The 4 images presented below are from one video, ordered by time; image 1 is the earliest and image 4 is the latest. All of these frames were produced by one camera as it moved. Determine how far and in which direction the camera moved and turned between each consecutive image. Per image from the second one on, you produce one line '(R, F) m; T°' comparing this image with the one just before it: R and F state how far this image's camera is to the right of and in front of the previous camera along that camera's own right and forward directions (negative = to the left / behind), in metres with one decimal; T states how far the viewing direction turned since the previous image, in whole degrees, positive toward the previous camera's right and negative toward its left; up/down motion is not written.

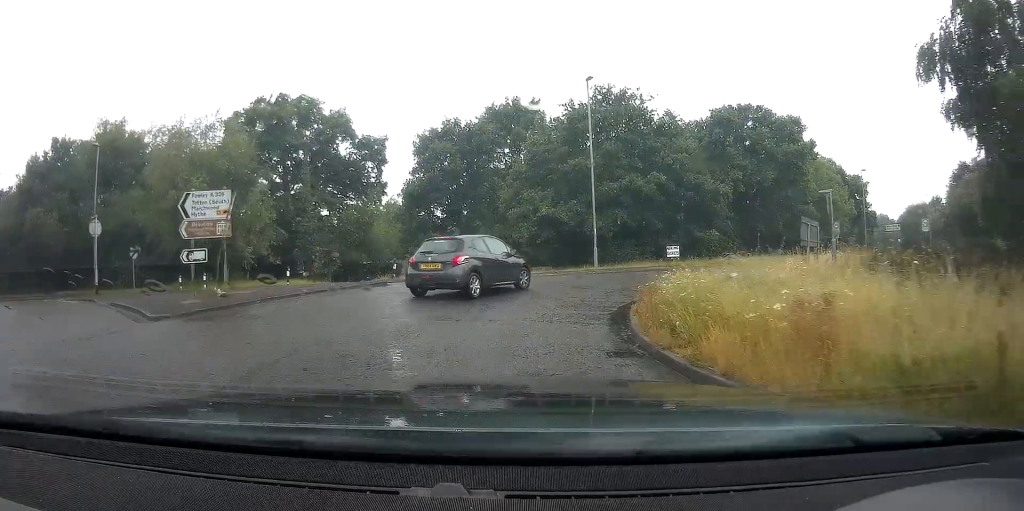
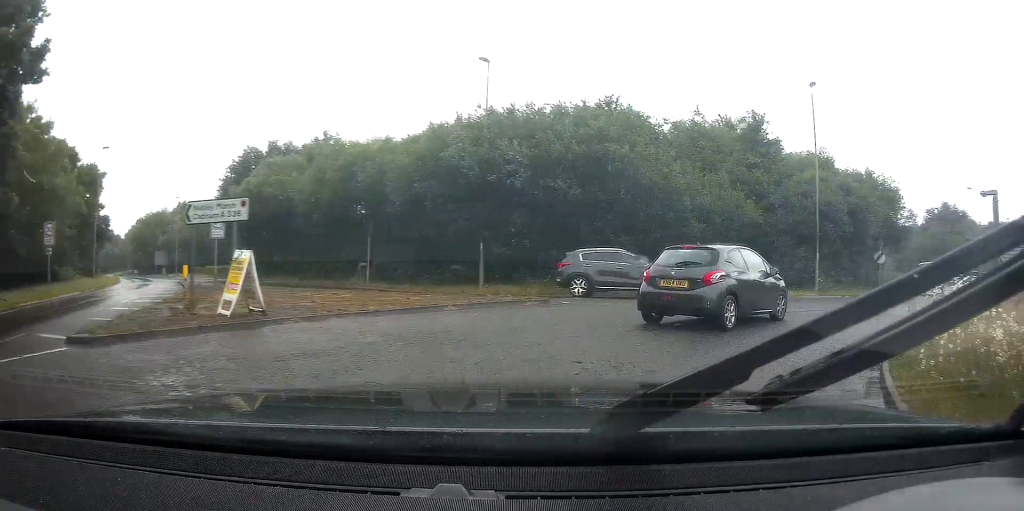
(+7.8, +23.4) m; +73°
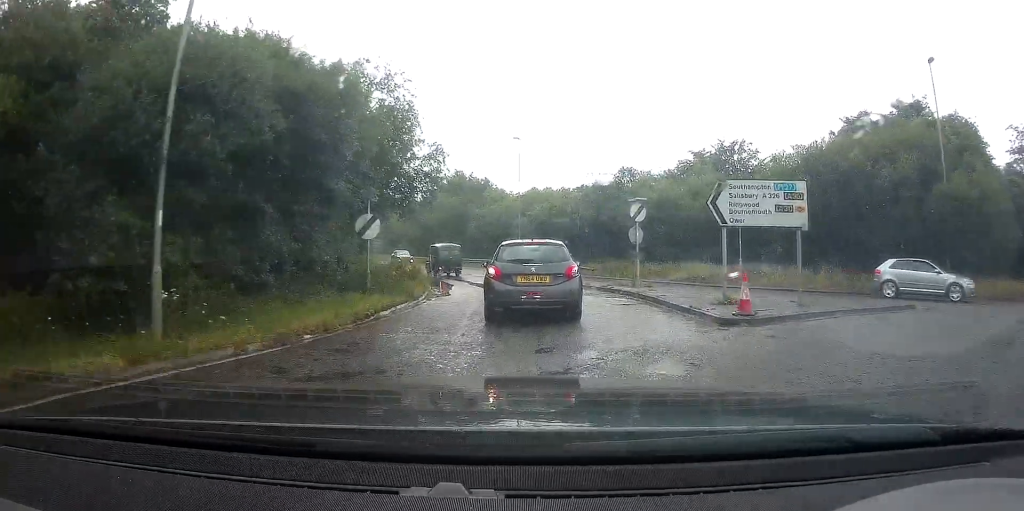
(+10.8, +19.1) m; +44°
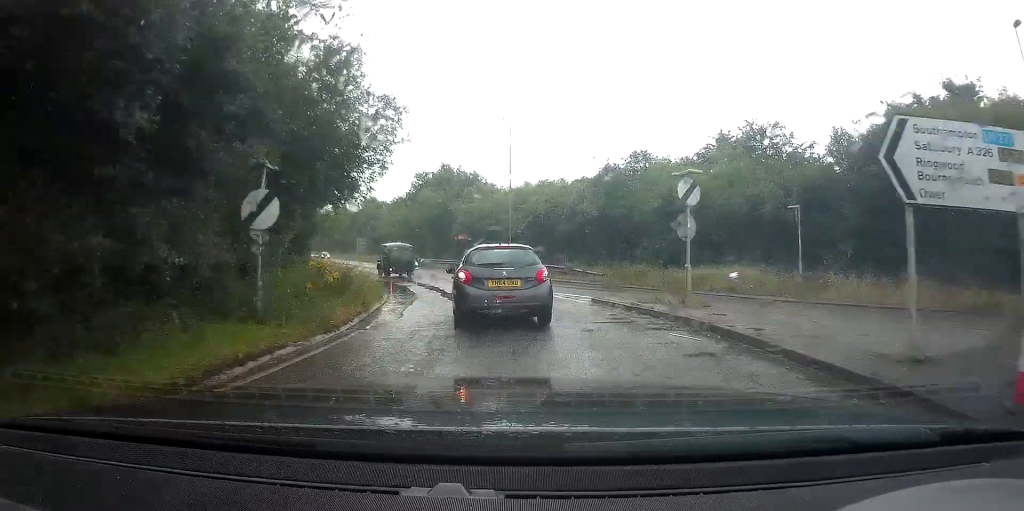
(+0.3, +7.5) m; +1°
